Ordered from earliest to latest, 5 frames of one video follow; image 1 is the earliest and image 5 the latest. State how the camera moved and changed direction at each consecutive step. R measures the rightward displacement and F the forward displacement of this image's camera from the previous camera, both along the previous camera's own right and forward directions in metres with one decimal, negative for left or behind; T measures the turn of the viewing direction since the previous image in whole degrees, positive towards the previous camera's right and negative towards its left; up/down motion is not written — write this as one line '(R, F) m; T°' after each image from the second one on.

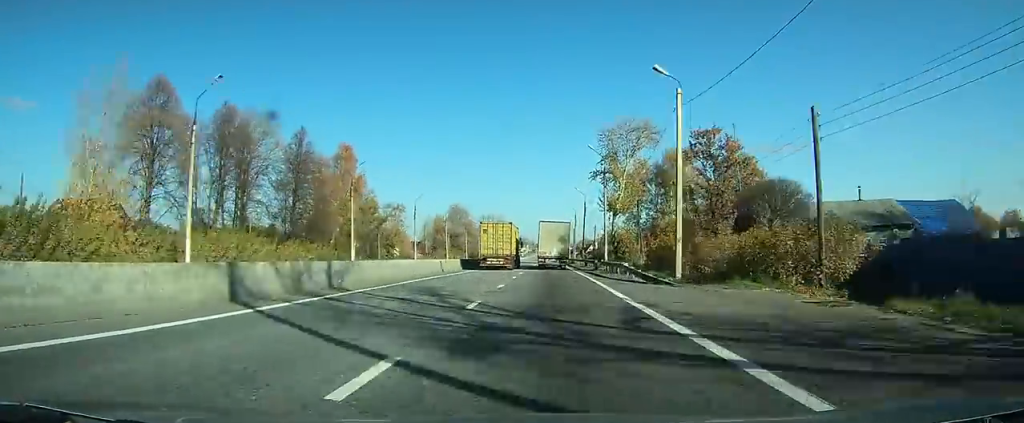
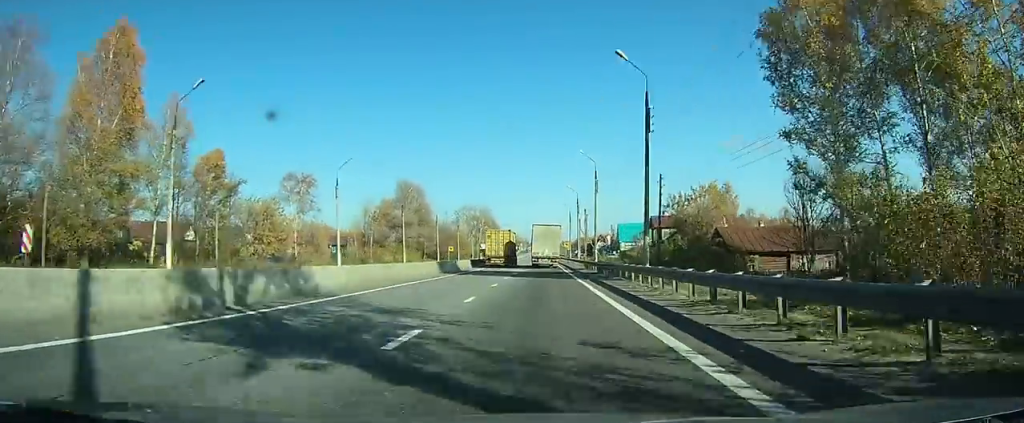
(+0.3, +64.2) m; +1°
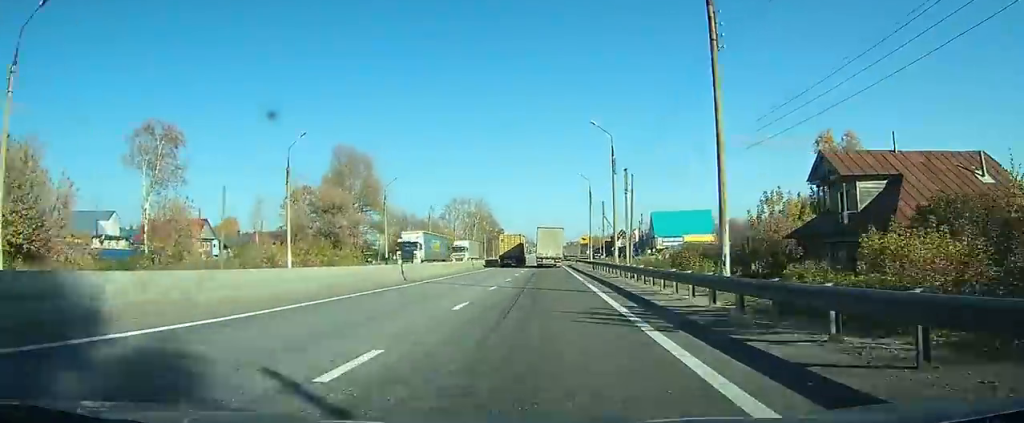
(+0.1, +42.9) m; 0°
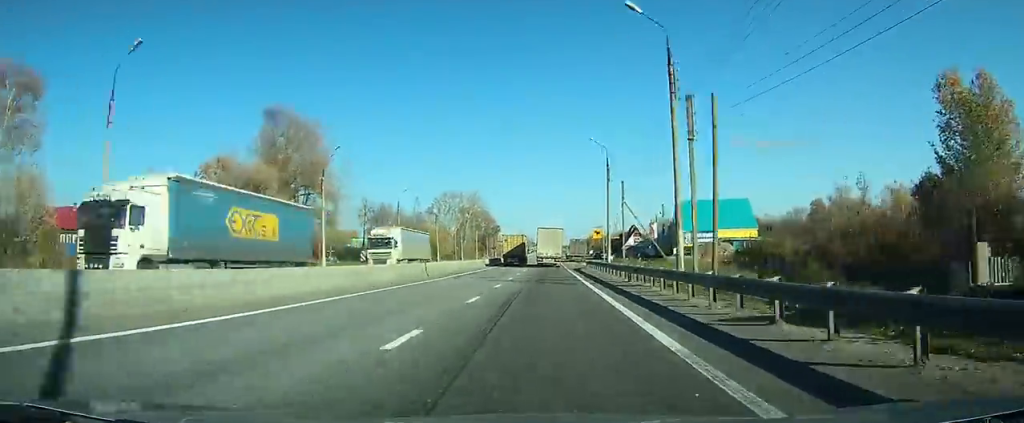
(0.0, +21.5) m; 0°
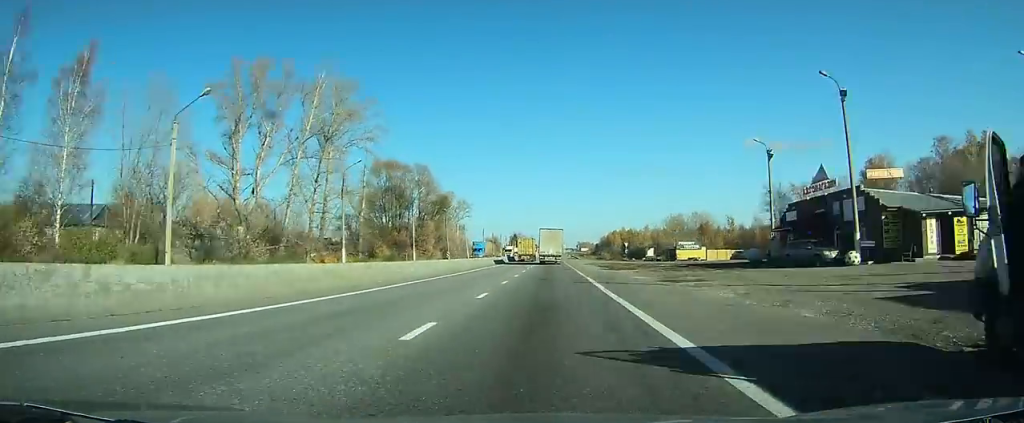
(-0.7, +143.6) m; -1°
